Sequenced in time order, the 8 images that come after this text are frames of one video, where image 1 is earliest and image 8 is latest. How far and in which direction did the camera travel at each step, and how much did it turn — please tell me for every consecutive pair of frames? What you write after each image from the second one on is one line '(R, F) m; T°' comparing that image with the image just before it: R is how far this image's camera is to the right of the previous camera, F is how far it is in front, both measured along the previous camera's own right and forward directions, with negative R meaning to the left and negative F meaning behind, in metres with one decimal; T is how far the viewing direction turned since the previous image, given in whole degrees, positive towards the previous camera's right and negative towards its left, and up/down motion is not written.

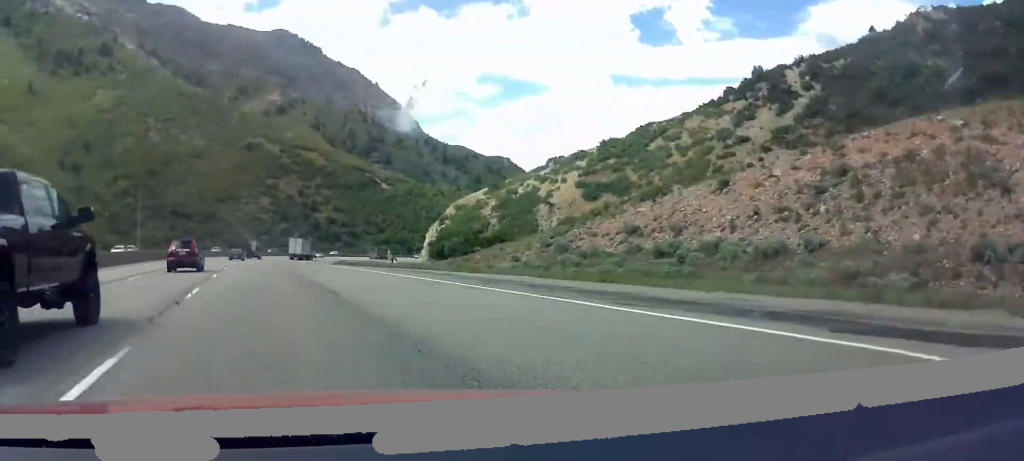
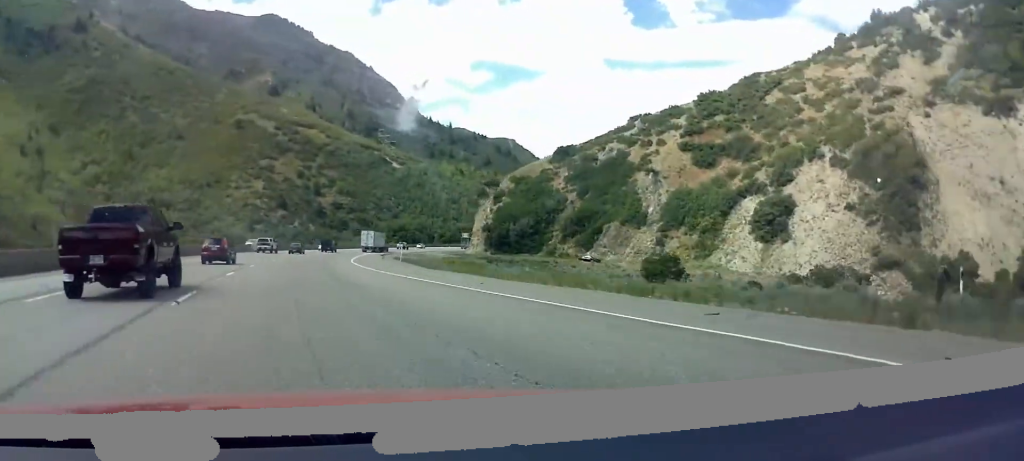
(-1.1, +62.3) m; +2°
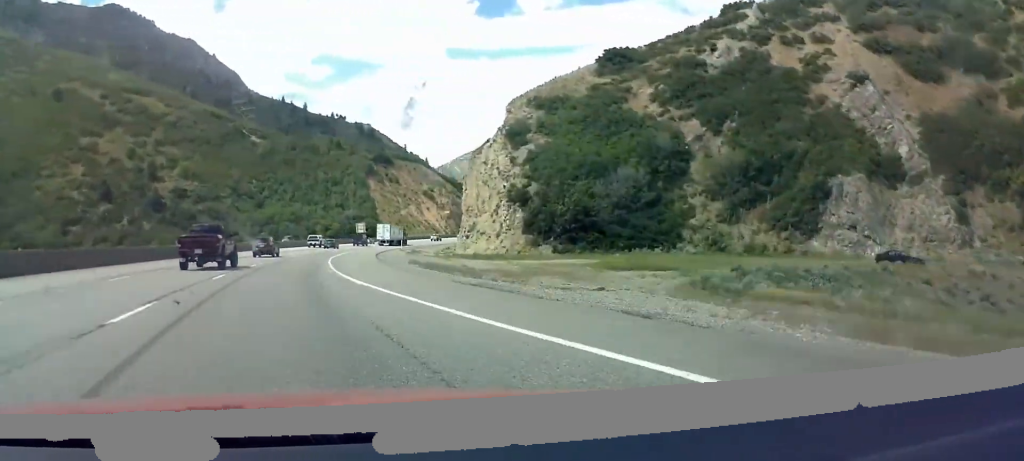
(+6.1, +99.7) m; +12°
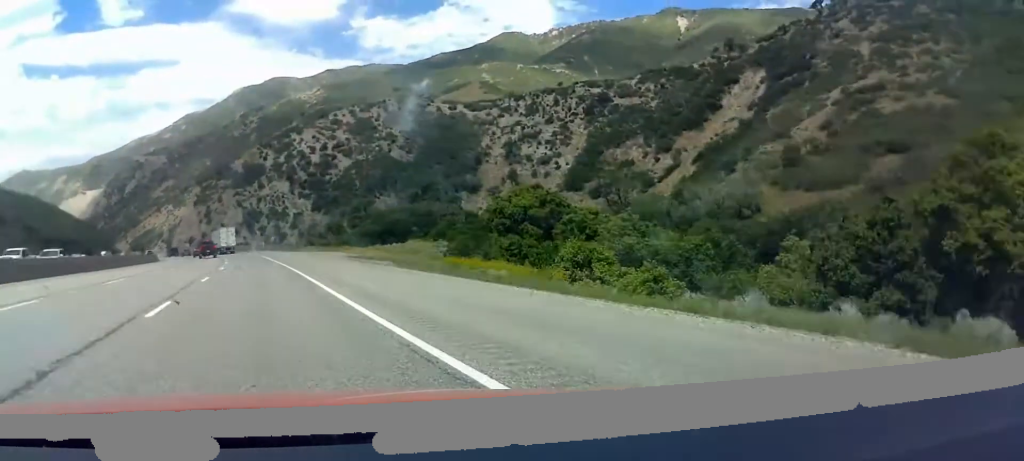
(+94.8, +268.9) m; +27°
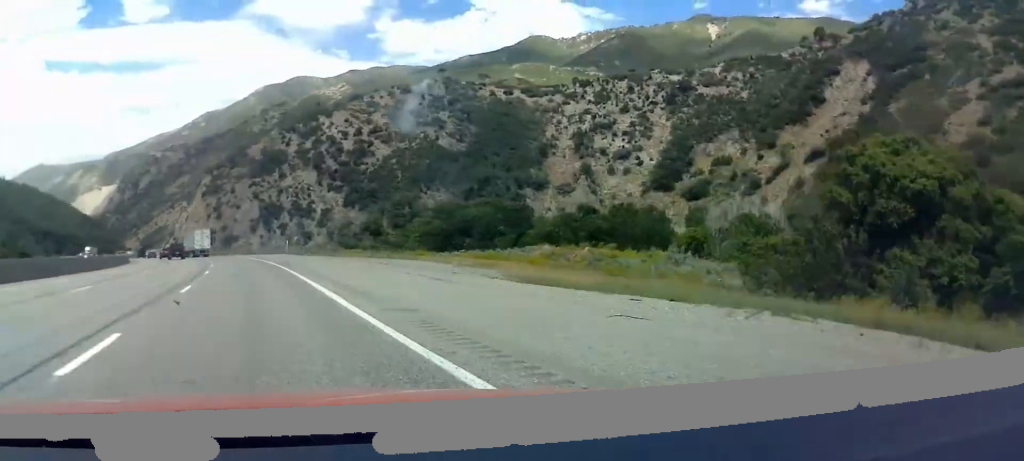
(+0.9, +42.2) m; -2°
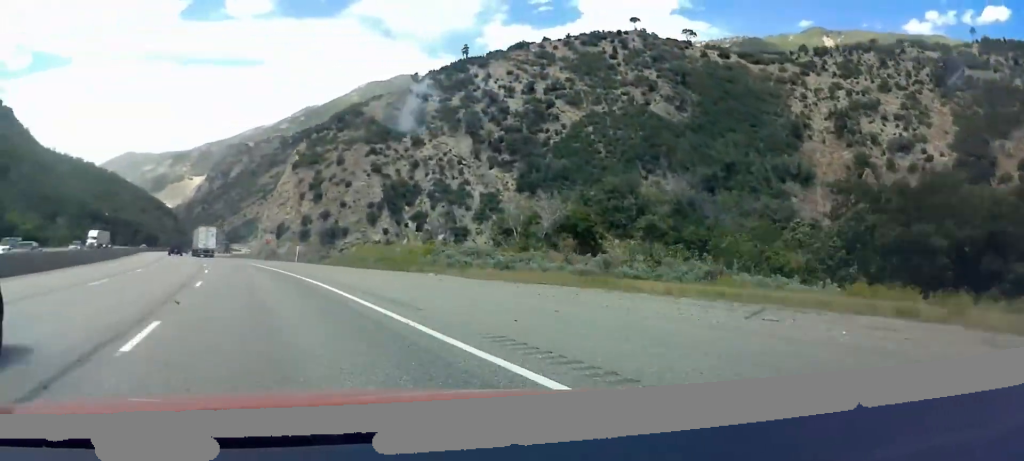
(+0.1, +74.3) m; -3°
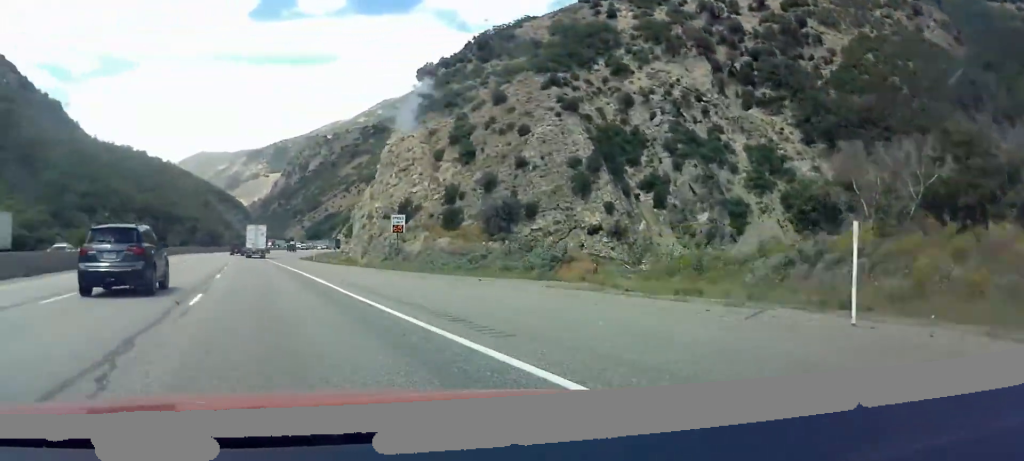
(-3.4, +57.9) m; -3°
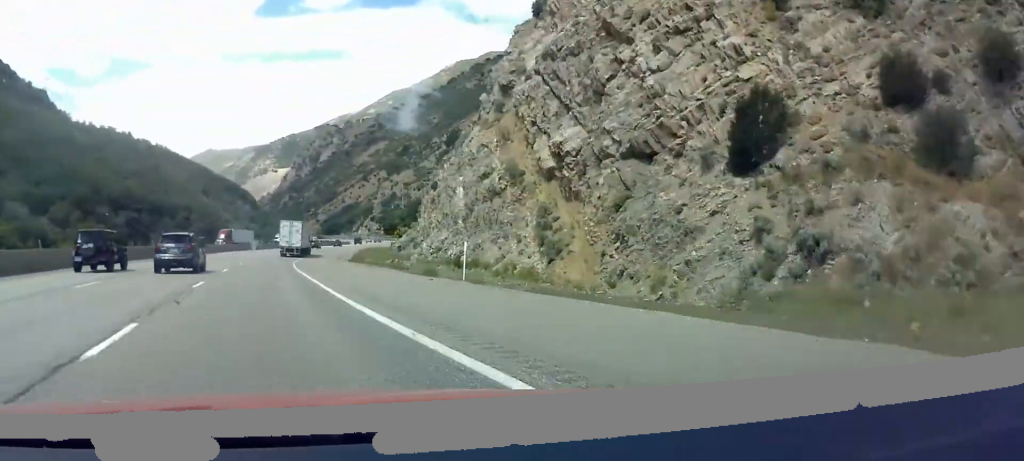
(-1.4, +57.9) m; +1°
